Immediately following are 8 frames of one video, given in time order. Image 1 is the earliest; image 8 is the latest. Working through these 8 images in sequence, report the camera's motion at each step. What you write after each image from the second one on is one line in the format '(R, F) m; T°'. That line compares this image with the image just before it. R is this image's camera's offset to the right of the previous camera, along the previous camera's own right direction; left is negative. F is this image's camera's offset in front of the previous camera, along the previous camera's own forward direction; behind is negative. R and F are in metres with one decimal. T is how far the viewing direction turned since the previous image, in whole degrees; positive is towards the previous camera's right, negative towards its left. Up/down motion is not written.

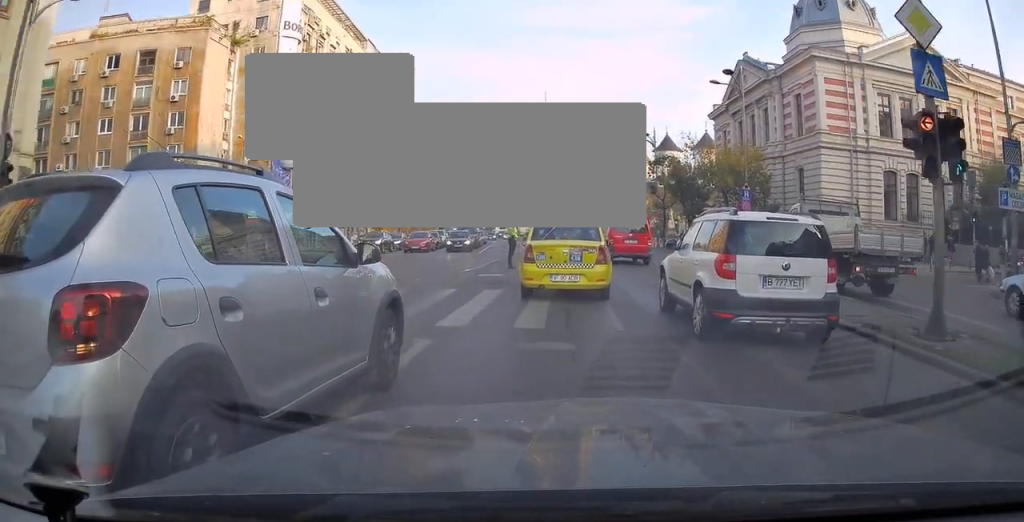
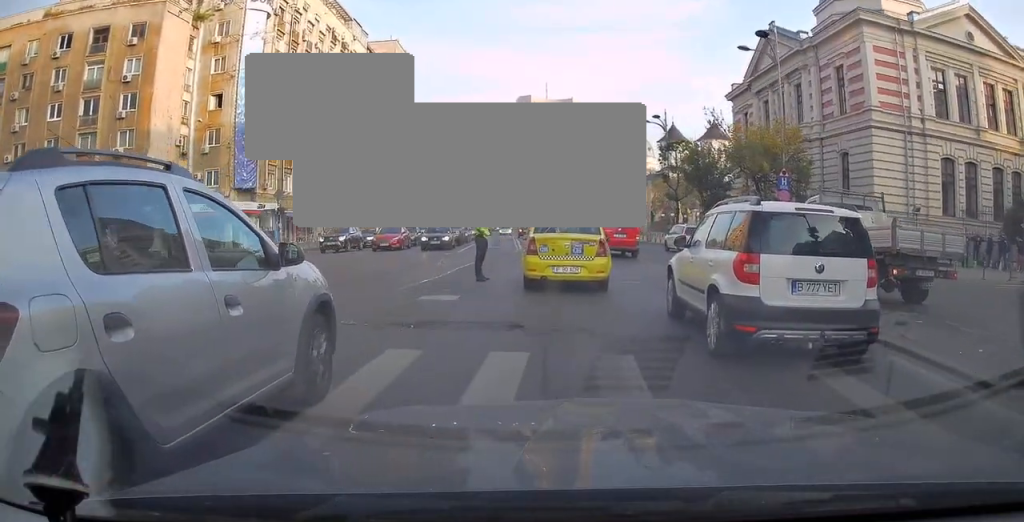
(-0.1, +6.8) m; 0°
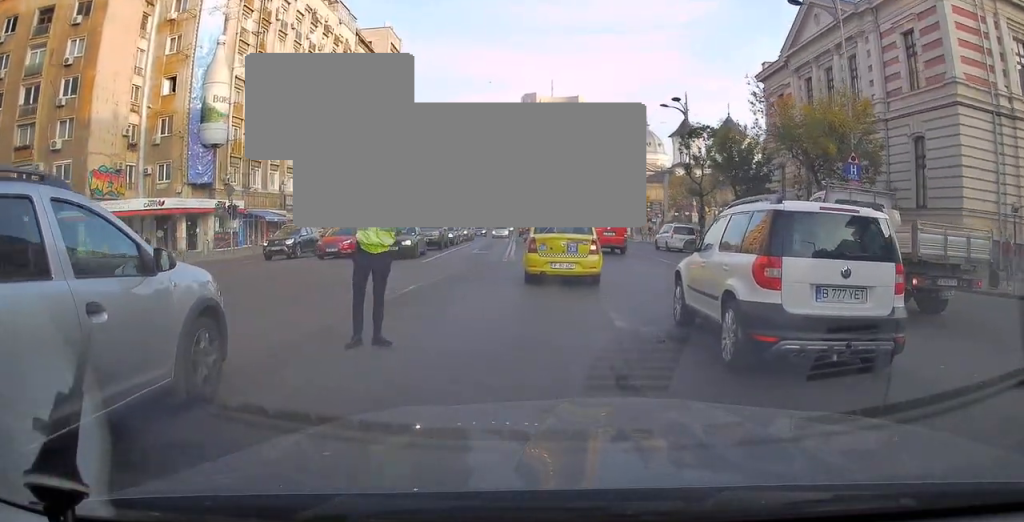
(+0.1, +7.7) m; 0°
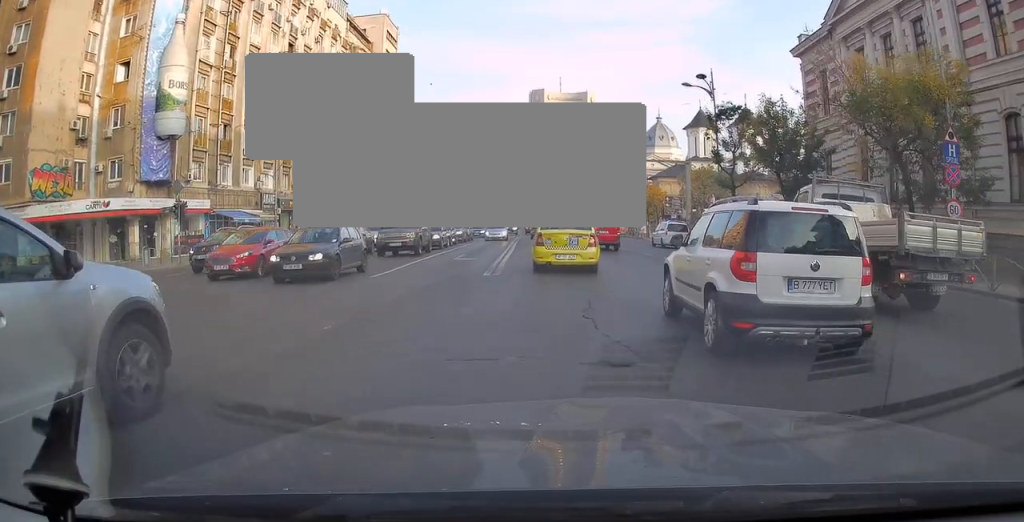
(-0.1, +6.7) m; -2°
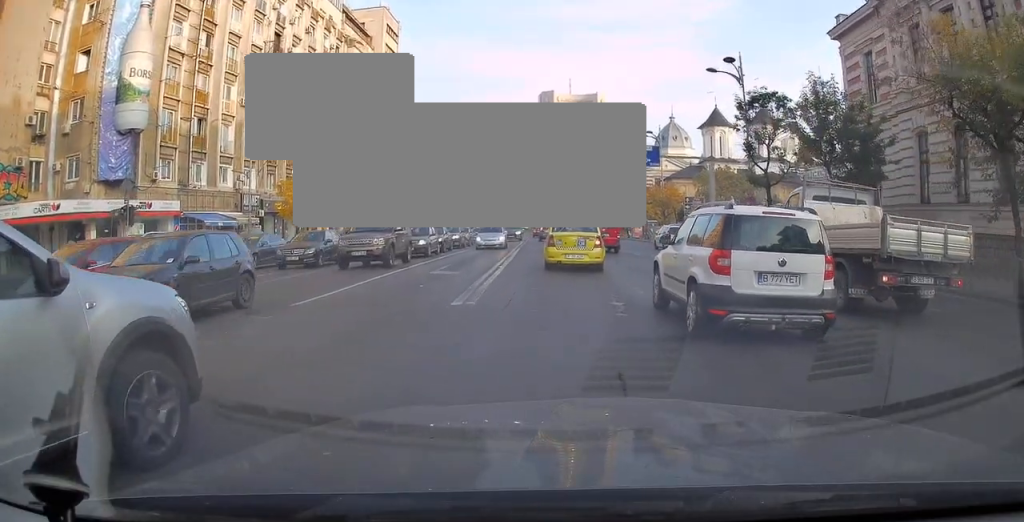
(-0.1, +5.4) m; -1°
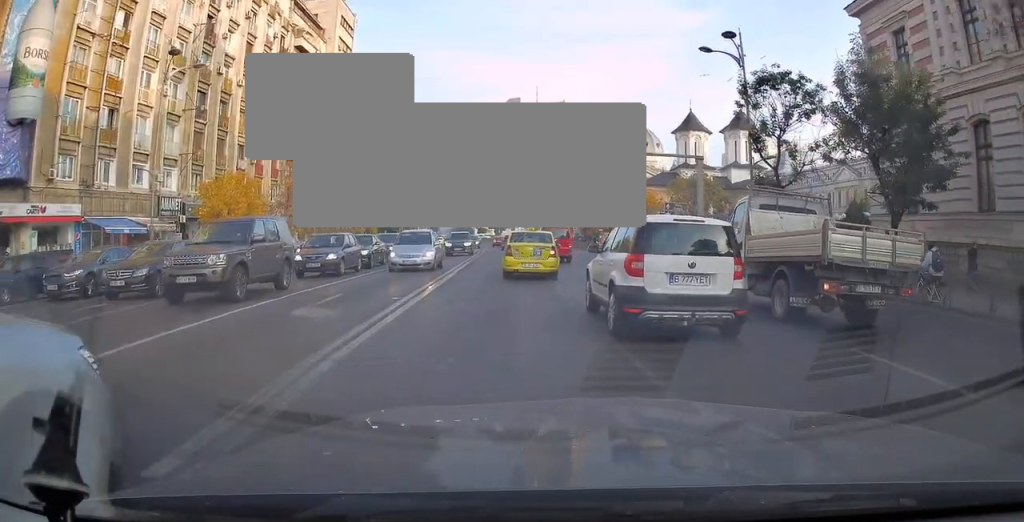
(-0.1, +6.7) m; 0°
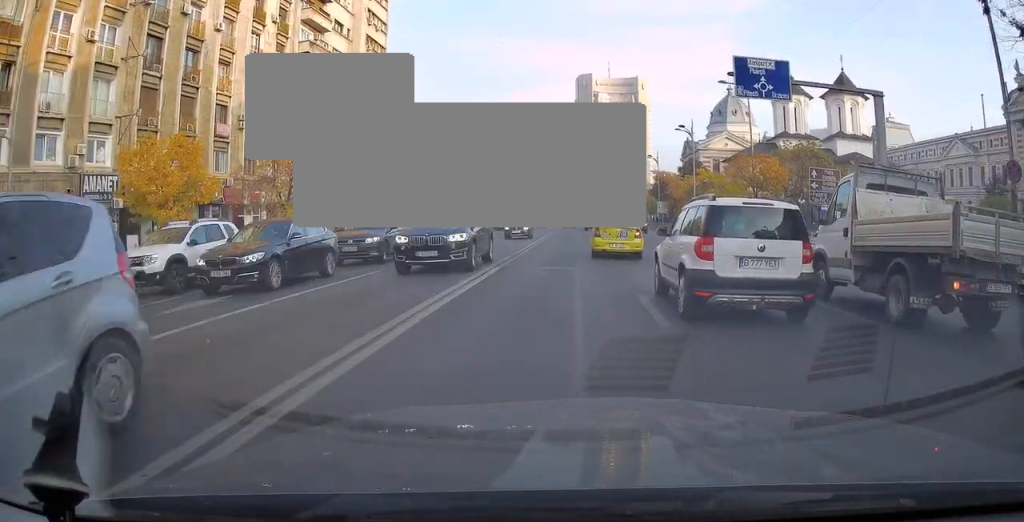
(+0.1, +14.1) m; 0°
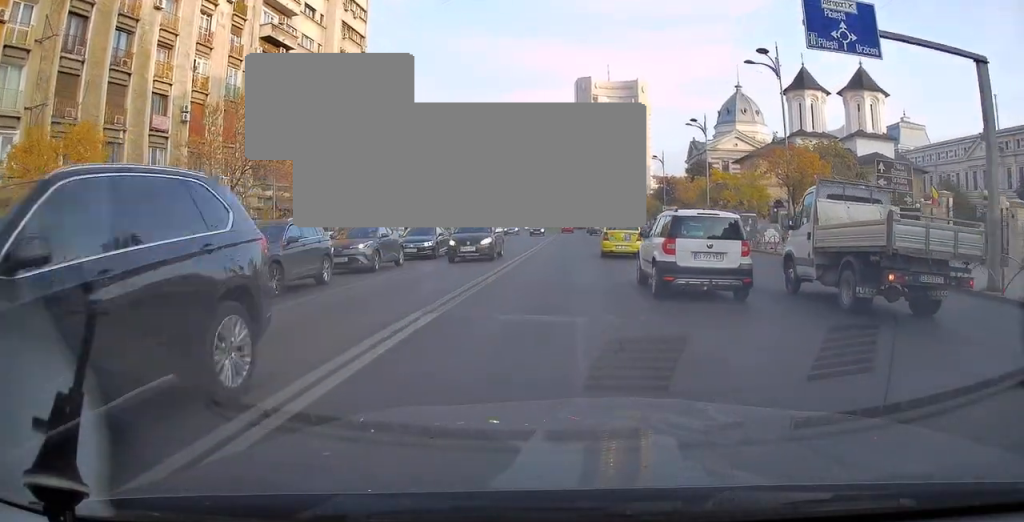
(0.0, +8.1) m; 0°
